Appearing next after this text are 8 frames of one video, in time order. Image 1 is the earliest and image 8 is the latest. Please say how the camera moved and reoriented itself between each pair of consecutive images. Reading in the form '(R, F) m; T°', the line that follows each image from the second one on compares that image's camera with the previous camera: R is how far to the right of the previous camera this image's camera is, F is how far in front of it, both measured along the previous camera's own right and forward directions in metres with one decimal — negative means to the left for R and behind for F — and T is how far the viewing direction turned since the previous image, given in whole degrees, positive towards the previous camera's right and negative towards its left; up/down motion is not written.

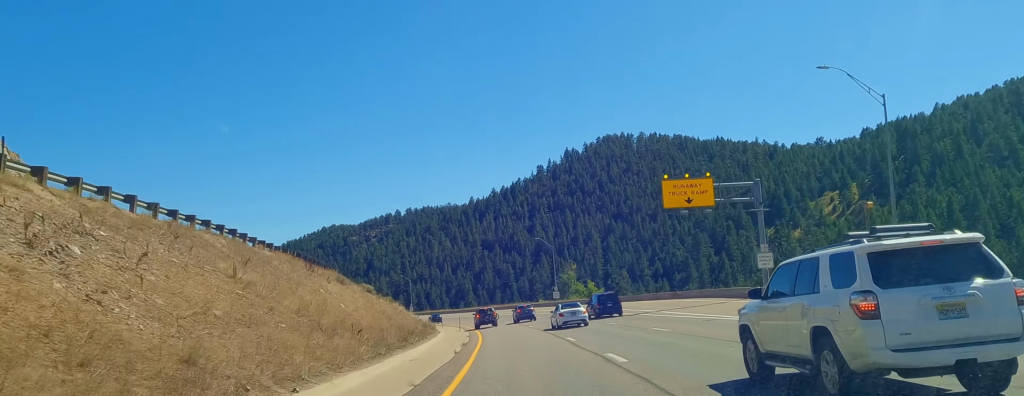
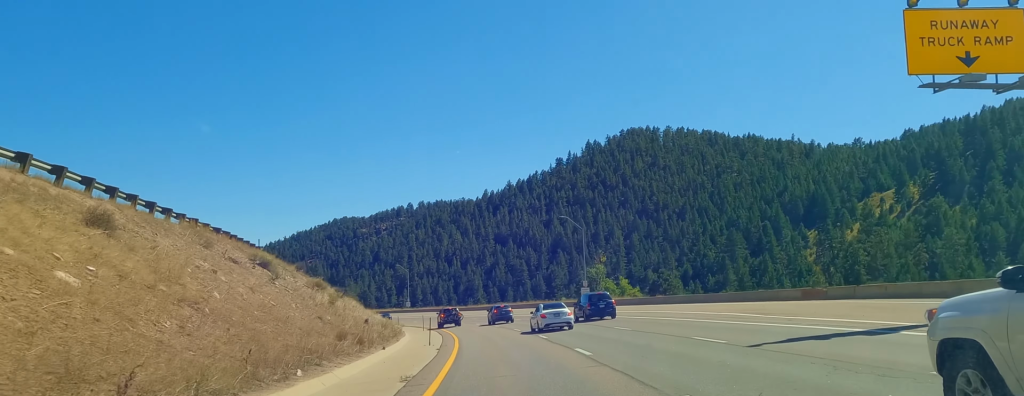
(-0.5, +32.2) m; -4°
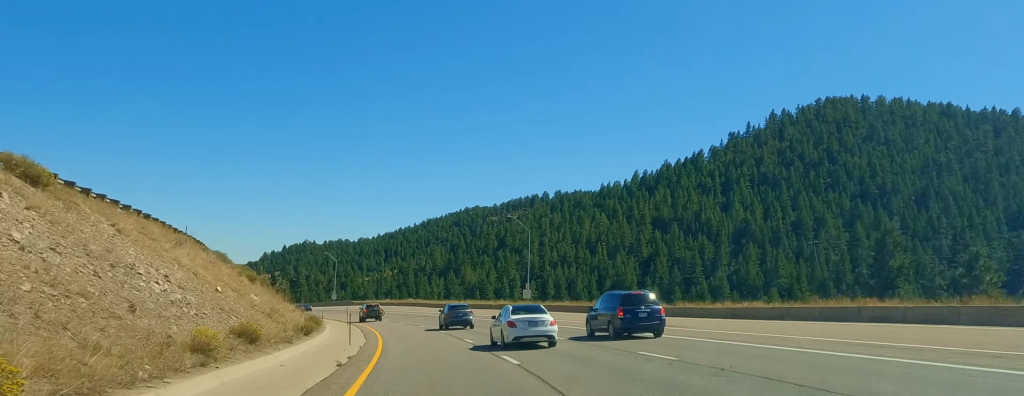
(-12.6, +96.7) m; -15°
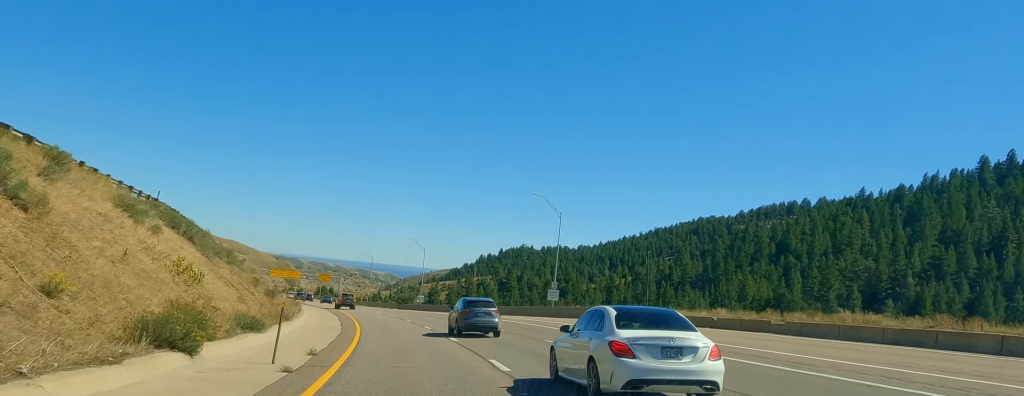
(-16.3, +108.8) m; -17°
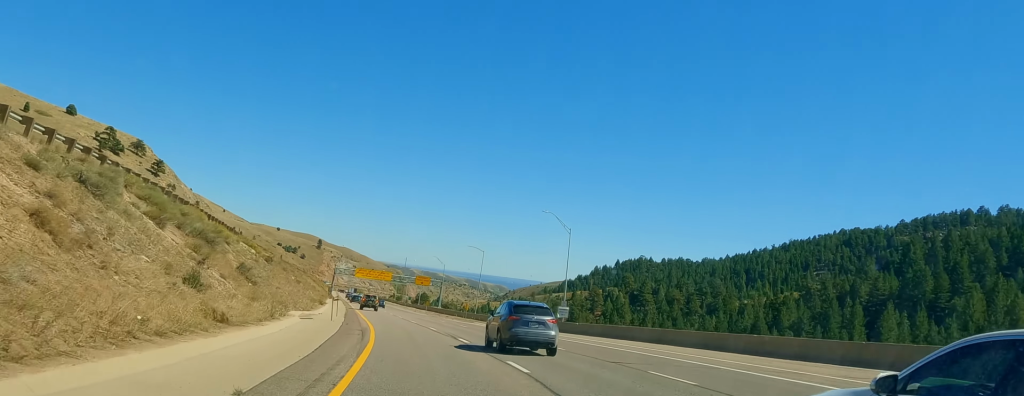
(-3.9, +57.0) m; -7°
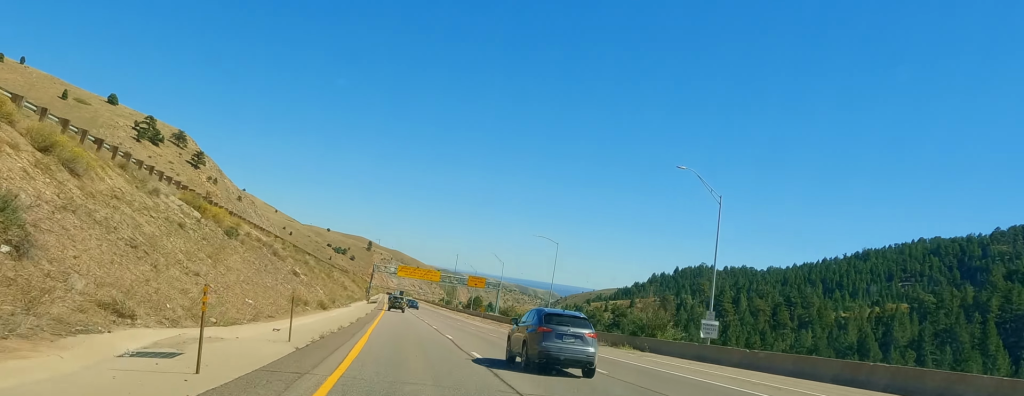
(-0.2, +30.8) m; -3°
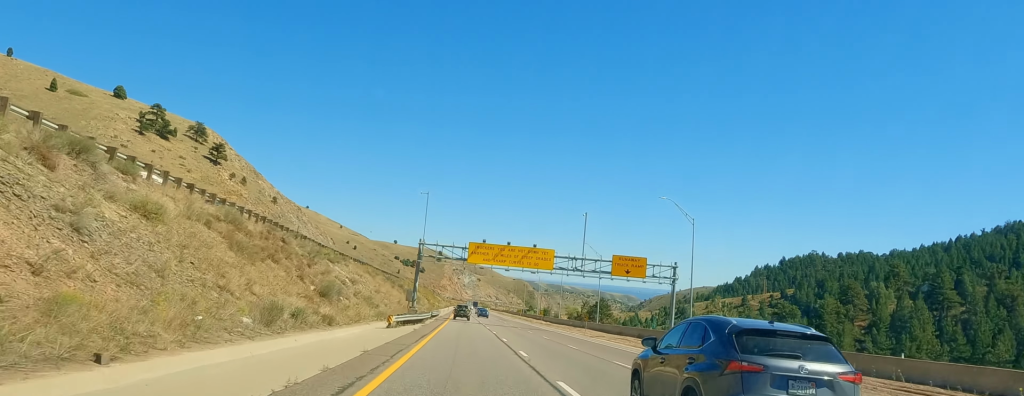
(-2.9, +80.2) m; -1°
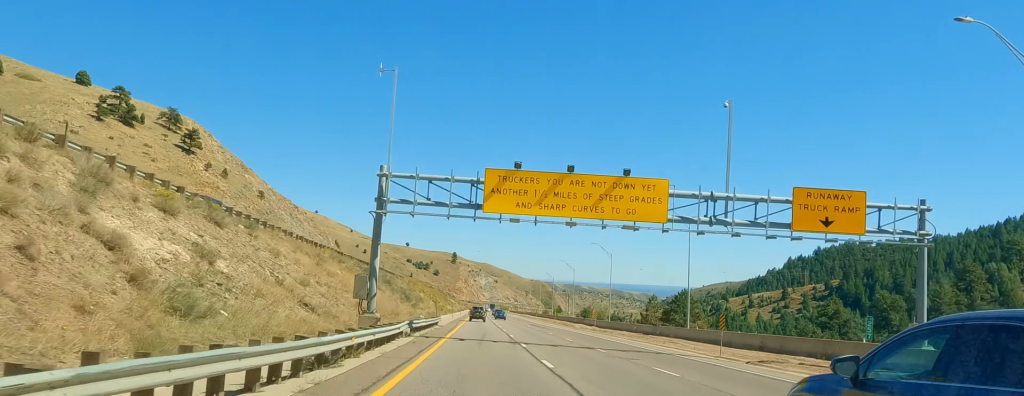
(+1.0, +40.8) m; 0°
